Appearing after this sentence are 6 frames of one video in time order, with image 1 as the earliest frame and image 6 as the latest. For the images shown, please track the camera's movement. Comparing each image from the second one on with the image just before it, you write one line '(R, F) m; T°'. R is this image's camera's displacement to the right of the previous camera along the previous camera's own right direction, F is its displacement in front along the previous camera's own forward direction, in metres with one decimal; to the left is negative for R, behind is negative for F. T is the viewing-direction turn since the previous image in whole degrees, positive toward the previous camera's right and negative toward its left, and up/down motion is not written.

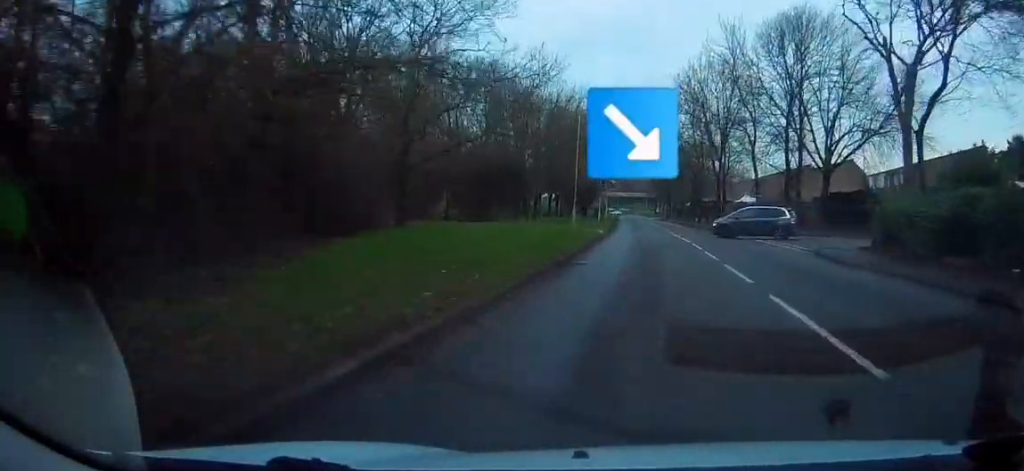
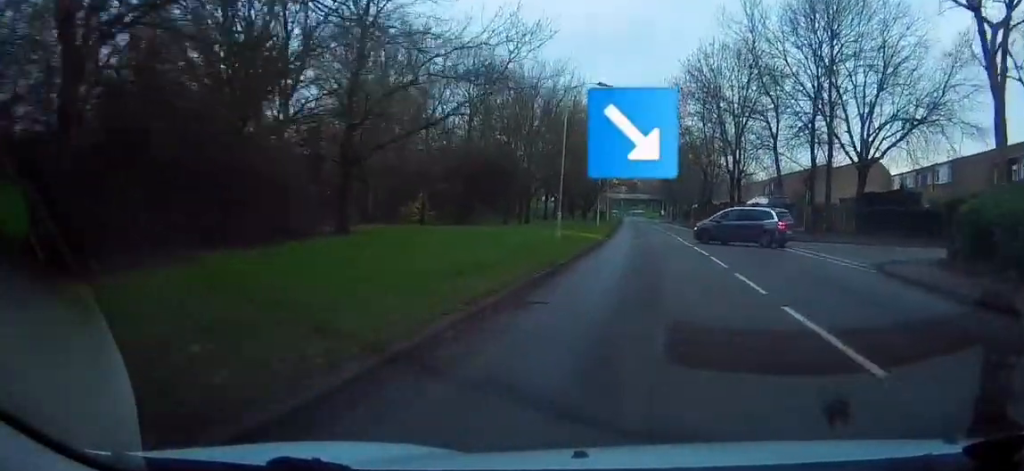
(-0.1, +6.9) m; -1°
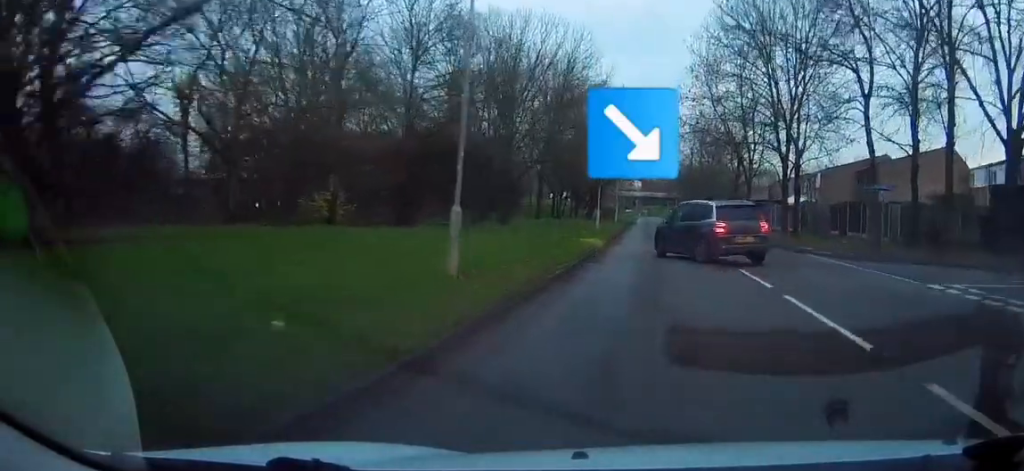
(0.0, +15.6) m; 0°
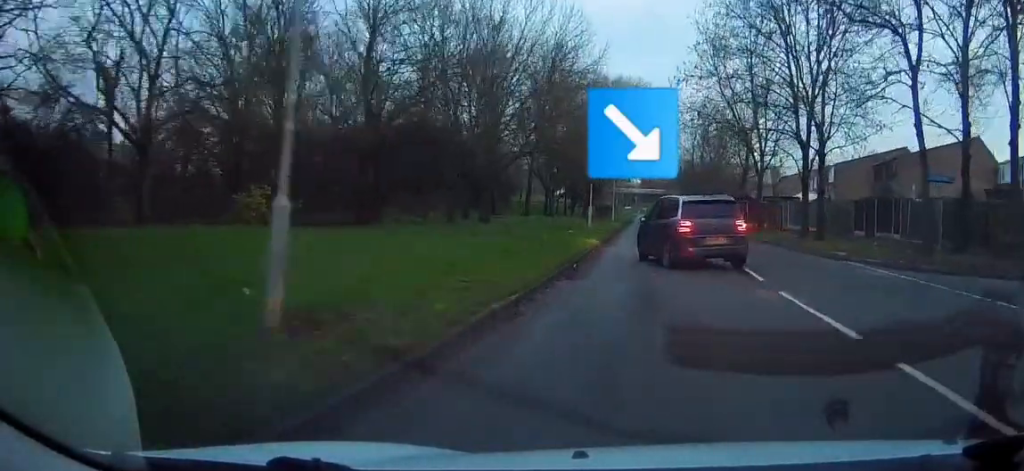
(0.0, +5.3) m; 0°
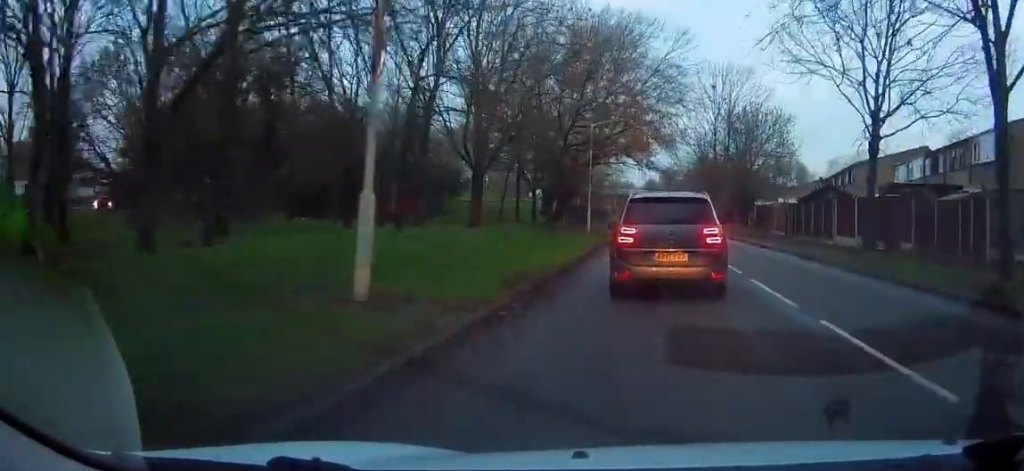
(-0.4, +31.7) m; 0°
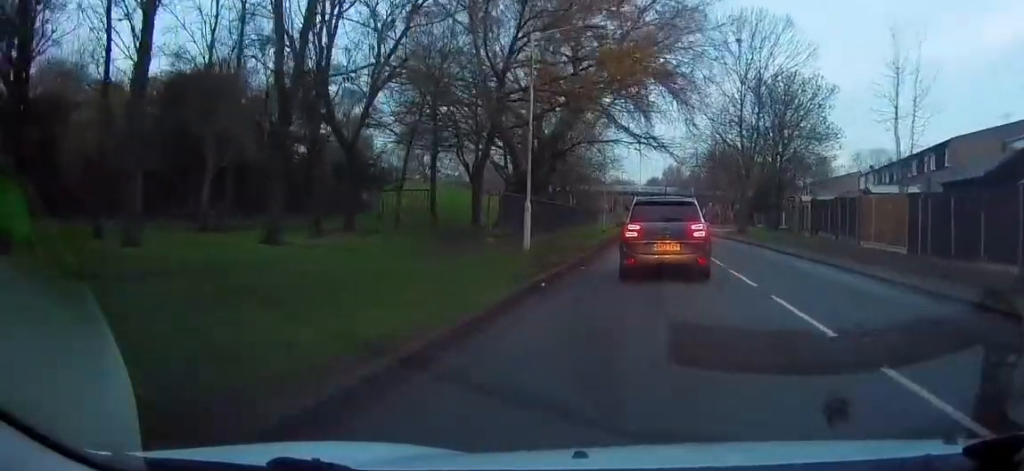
(+0.5, +20.4) m; +1°
